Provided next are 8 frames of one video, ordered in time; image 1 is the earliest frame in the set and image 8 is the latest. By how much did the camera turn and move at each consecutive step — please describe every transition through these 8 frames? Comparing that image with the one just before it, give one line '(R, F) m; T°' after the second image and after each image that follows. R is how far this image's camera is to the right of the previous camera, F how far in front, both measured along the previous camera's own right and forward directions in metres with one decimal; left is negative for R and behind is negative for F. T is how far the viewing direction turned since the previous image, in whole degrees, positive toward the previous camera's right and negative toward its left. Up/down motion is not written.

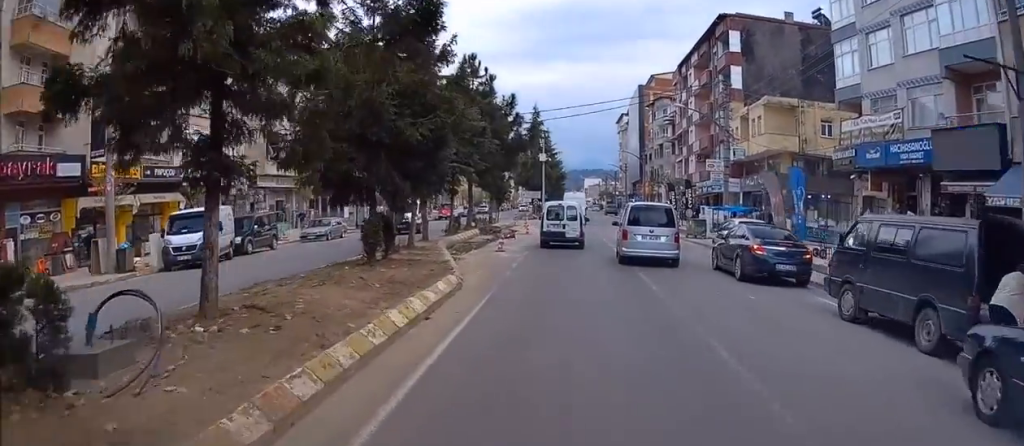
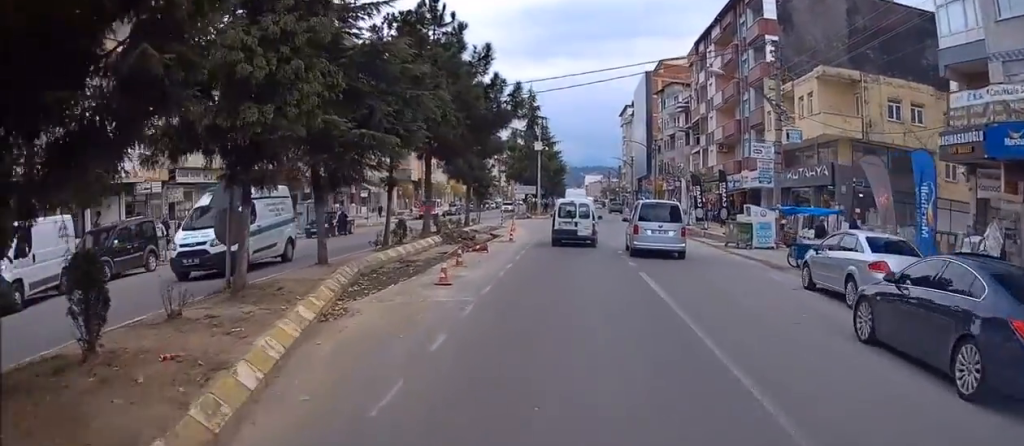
(-0.4, +10.3) m; -2°
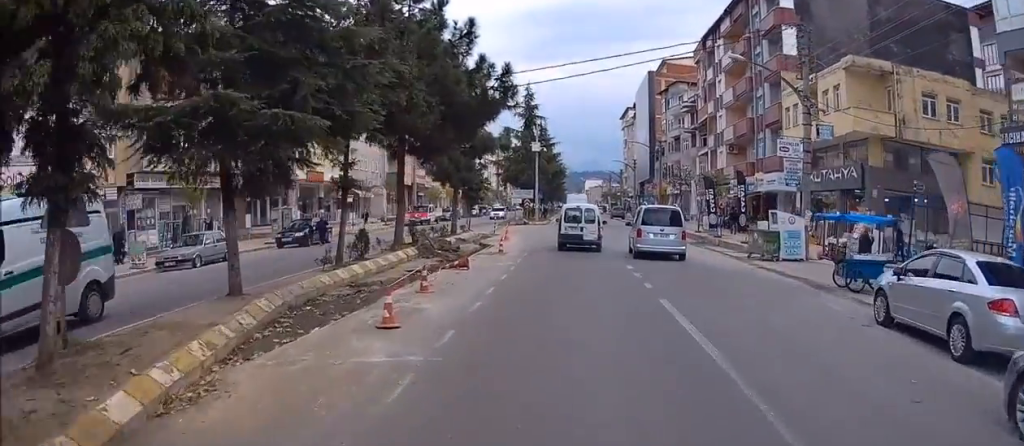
(0.0, +4.1) m; 0°
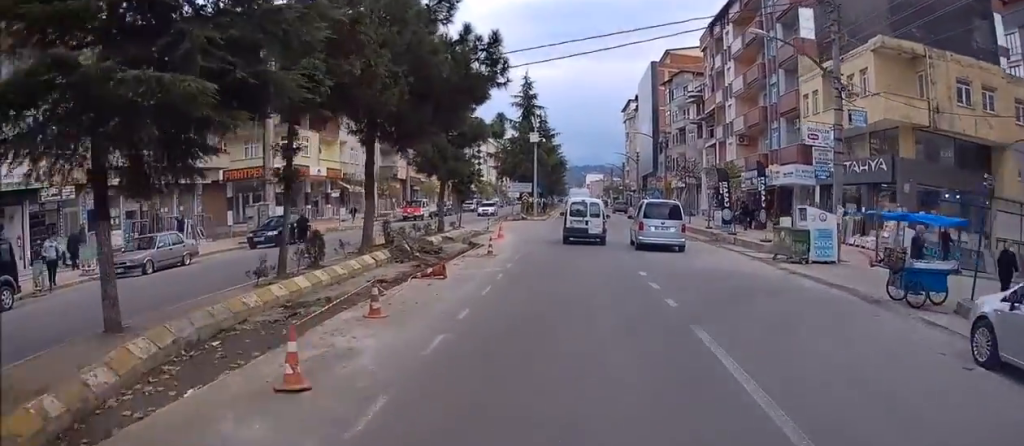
(0.0, +3.2) m; +1°
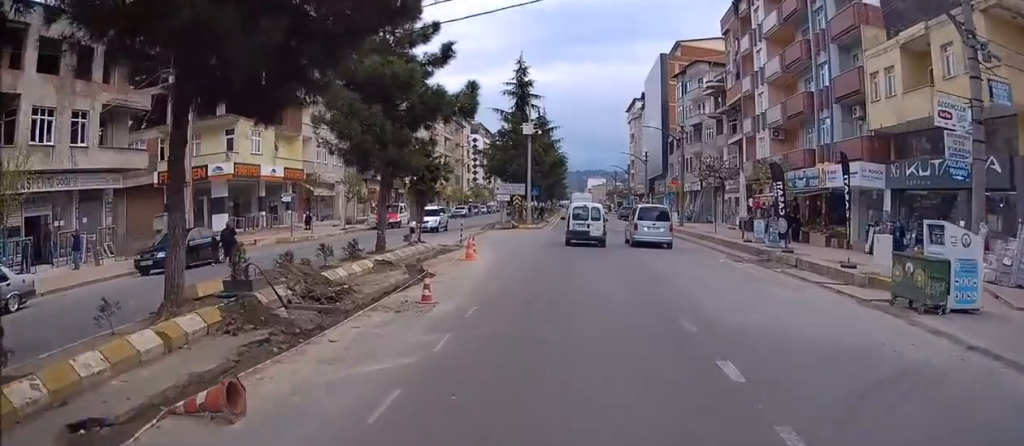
(+0.1, +9.1) m; -1°
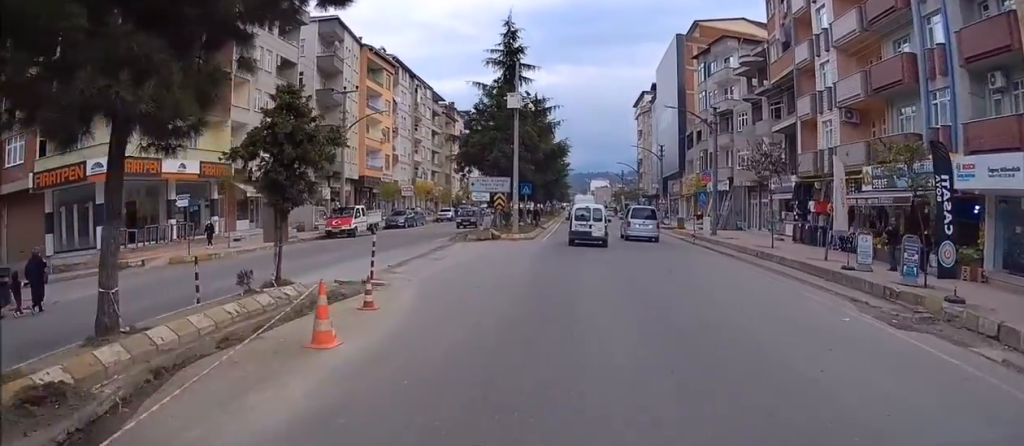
(-0.1, +12.0) m; 0°
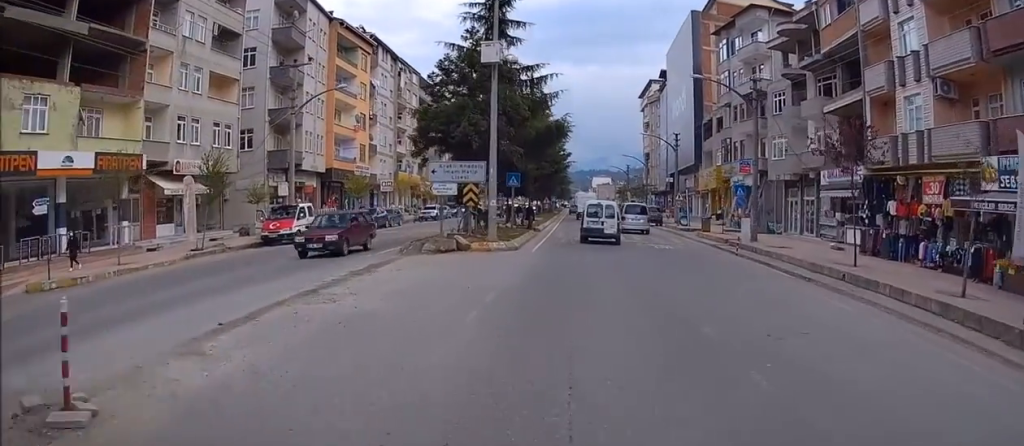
(0.0, +9.5) m; 0°
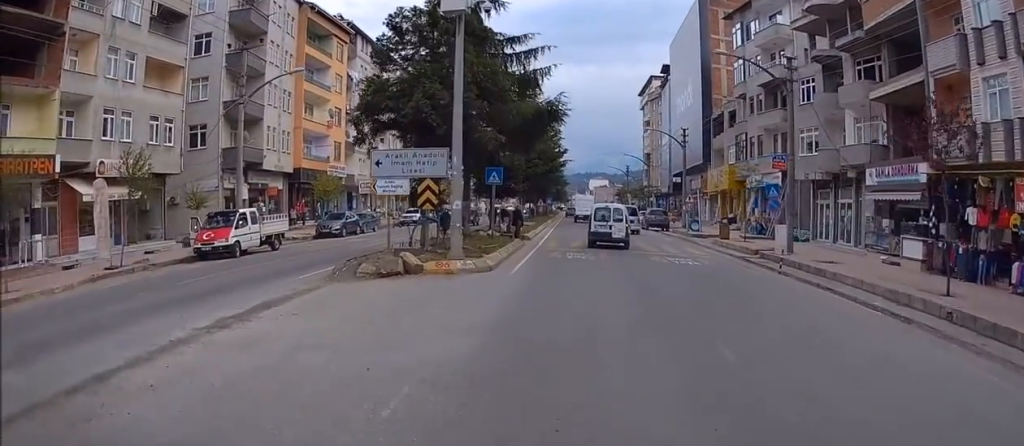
(0.0, +6.2) m; 0°
